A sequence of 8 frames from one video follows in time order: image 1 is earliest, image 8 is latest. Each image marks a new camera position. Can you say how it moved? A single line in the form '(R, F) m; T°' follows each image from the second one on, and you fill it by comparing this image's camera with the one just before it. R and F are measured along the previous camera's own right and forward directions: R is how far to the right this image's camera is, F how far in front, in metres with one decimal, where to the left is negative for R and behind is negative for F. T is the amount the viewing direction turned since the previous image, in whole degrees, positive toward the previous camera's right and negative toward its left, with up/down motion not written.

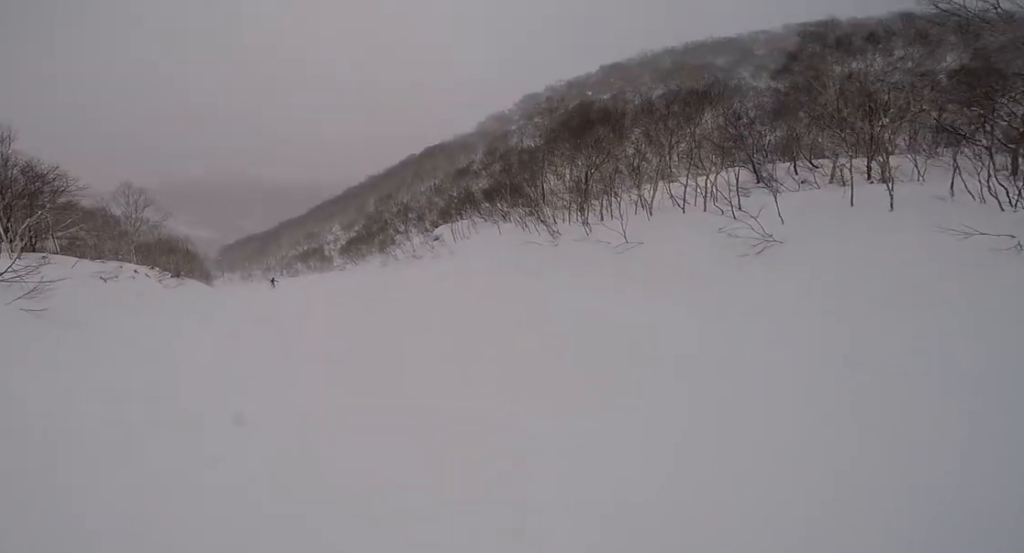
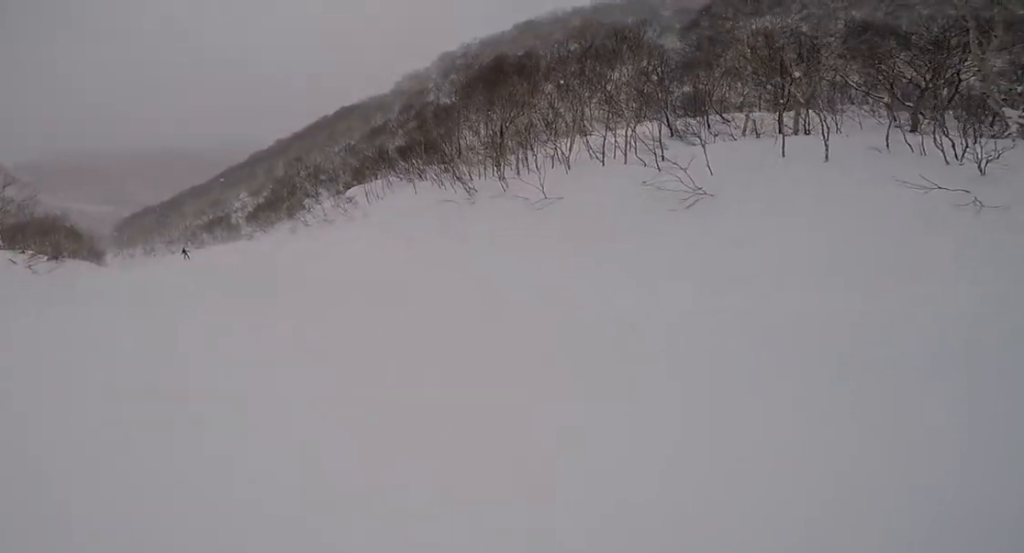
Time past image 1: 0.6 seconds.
(+0.2, +2.0) m; -9°
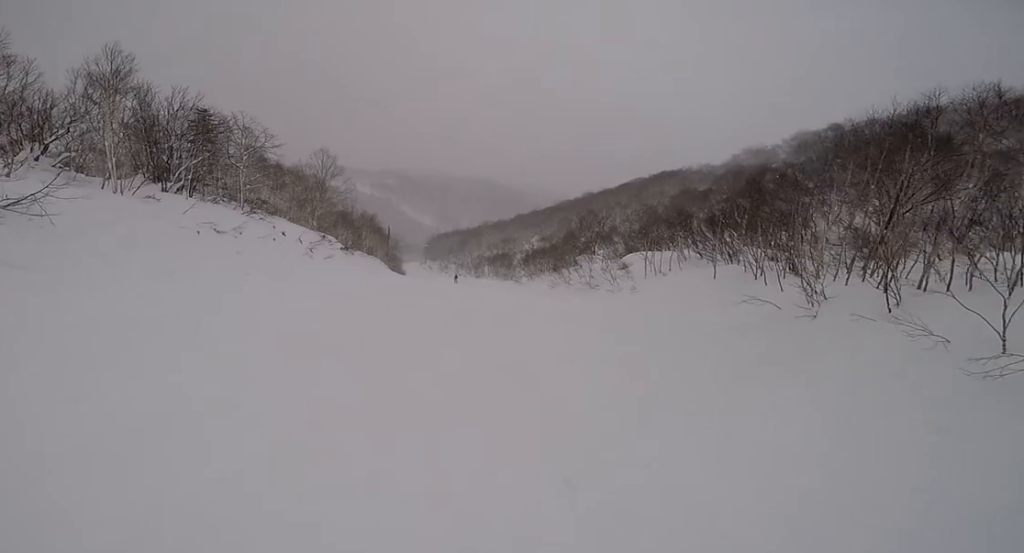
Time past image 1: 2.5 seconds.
(-3.2, +6.2) m; -57°
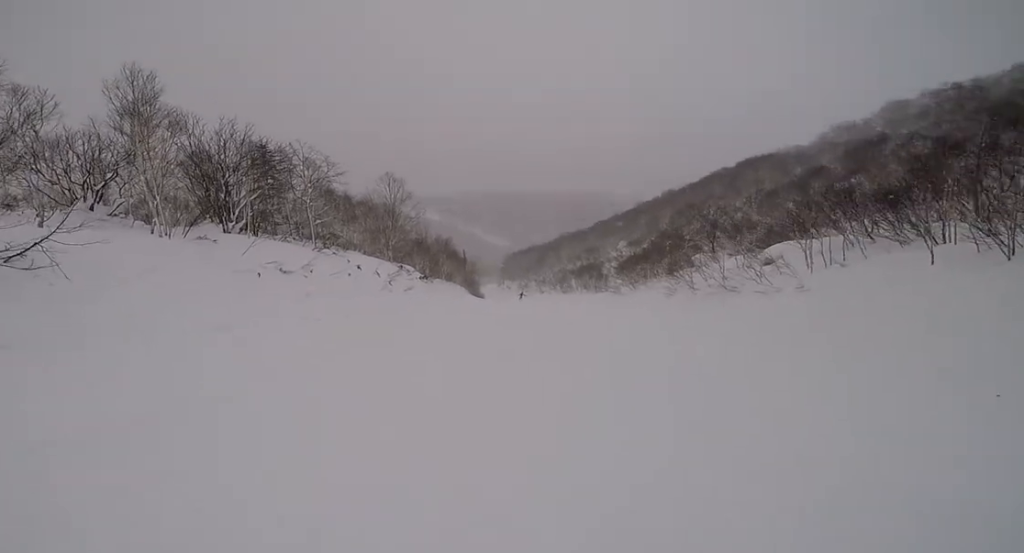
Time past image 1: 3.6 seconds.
(-1.4, +4.2) m; +8°
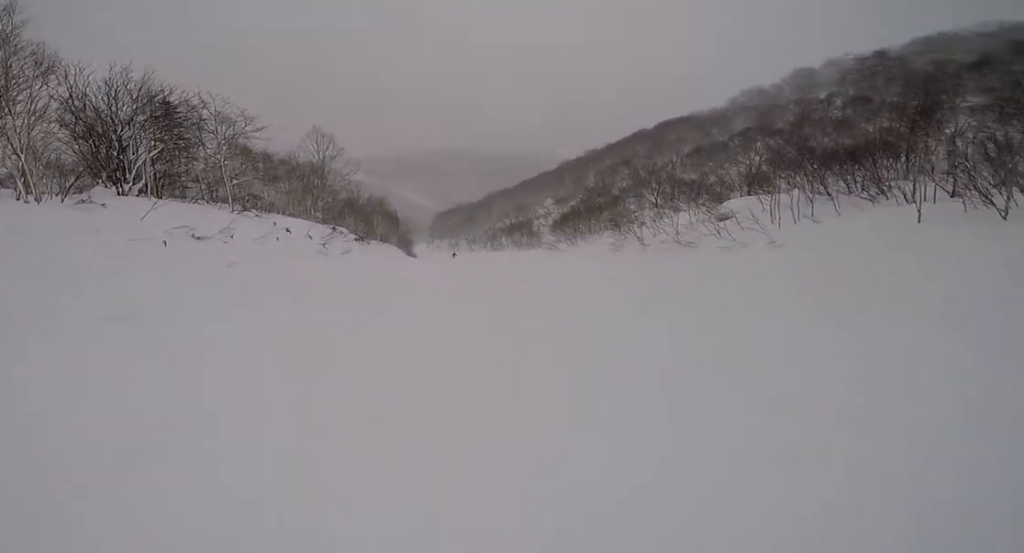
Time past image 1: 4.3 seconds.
(+1.0, +2.9) m; +28°
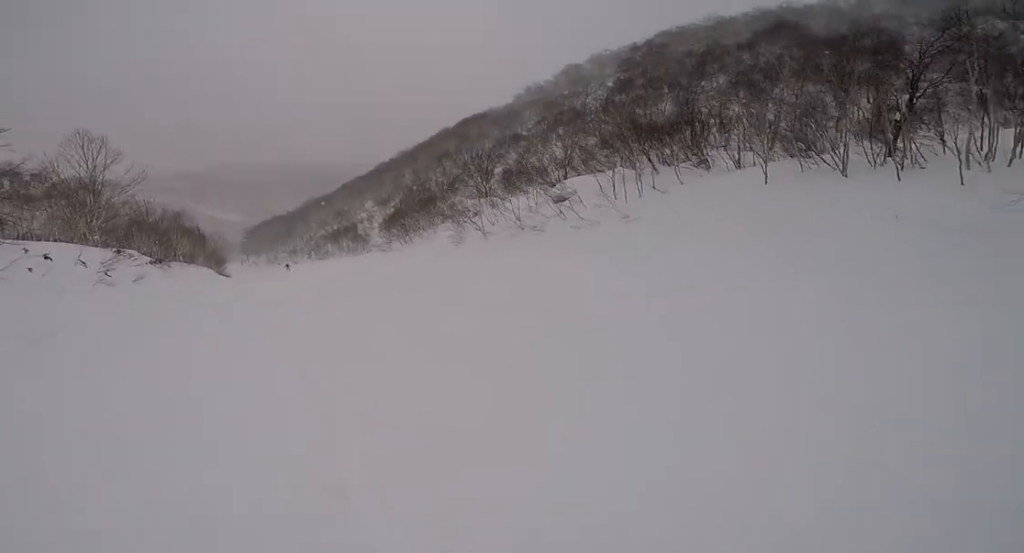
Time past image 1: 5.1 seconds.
(+1.1, +3.7) m; +7°
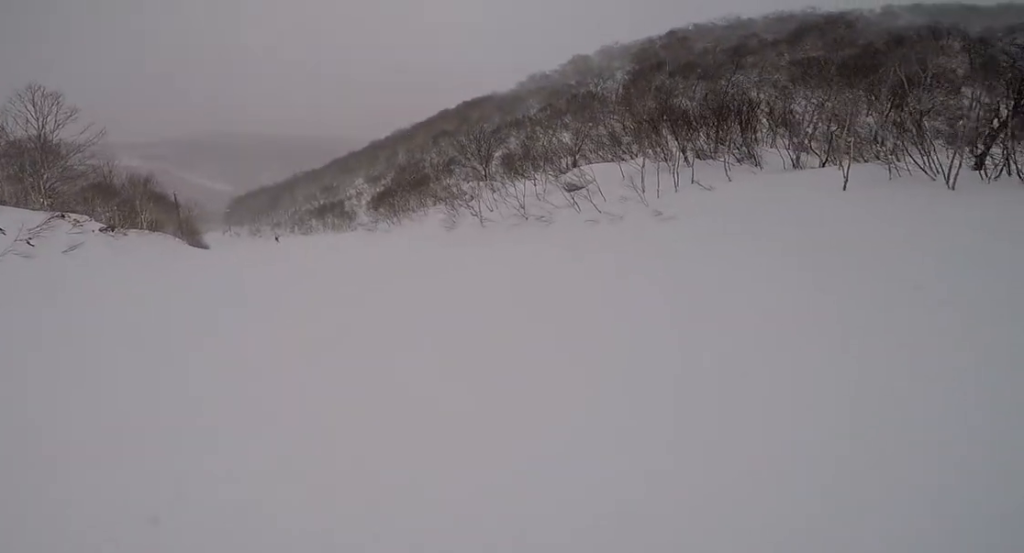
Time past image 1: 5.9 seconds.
(-0.2, +3.7) m; -8°
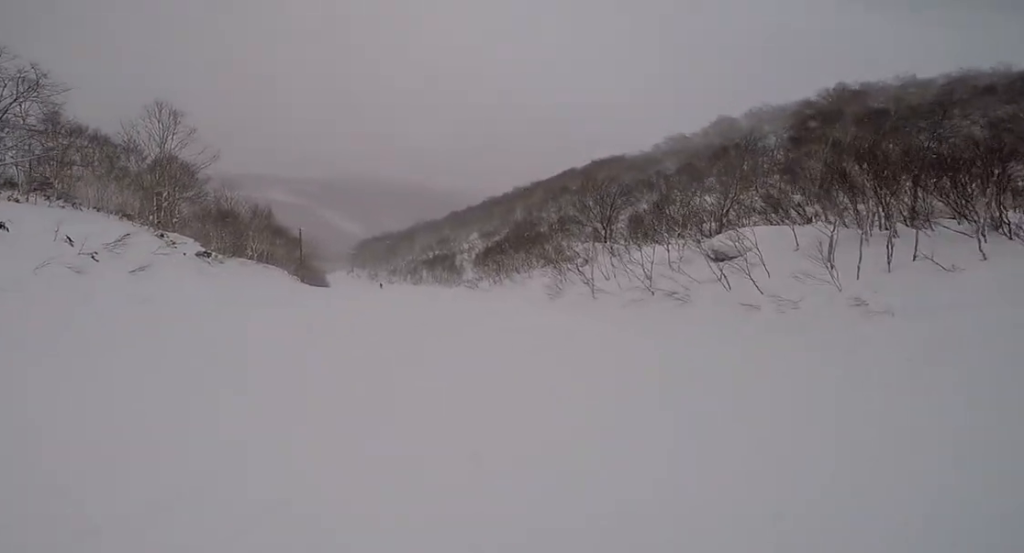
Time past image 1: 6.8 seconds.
(-0.7, +4.3) m; -17°
